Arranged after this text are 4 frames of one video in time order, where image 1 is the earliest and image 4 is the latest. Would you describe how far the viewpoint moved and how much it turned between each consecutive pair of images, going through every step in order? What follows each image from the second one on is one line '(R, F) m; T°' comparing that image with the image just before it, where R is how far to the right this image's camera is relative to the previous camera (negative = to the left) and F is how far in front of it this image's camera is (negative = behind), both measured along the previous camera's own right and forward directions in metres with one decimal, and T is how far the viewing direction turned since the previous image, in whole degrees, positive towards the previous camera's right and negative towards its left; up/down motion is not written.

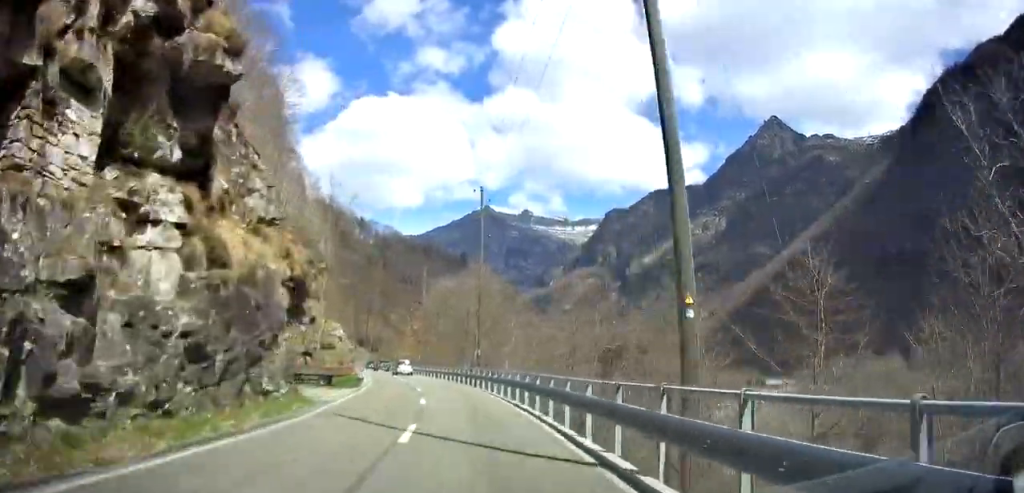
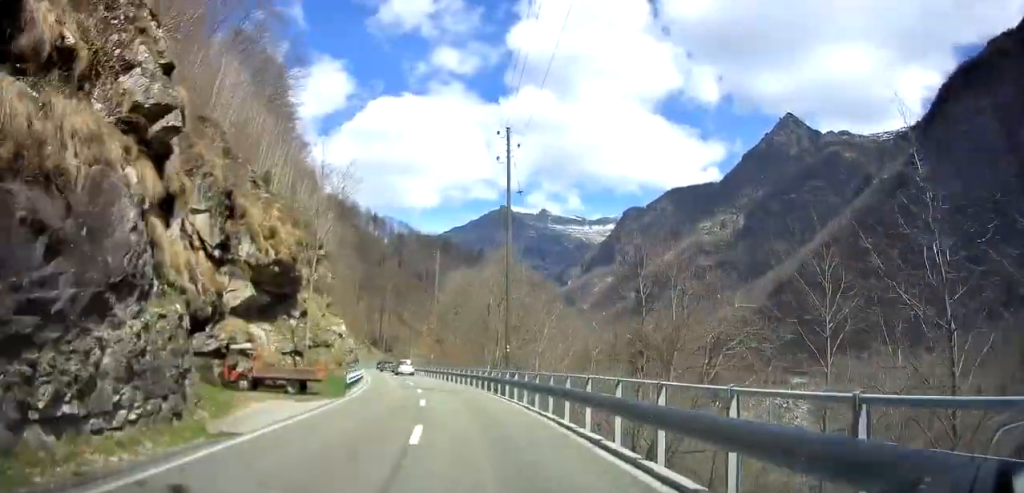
(-0.3, +8.8) m; -3°
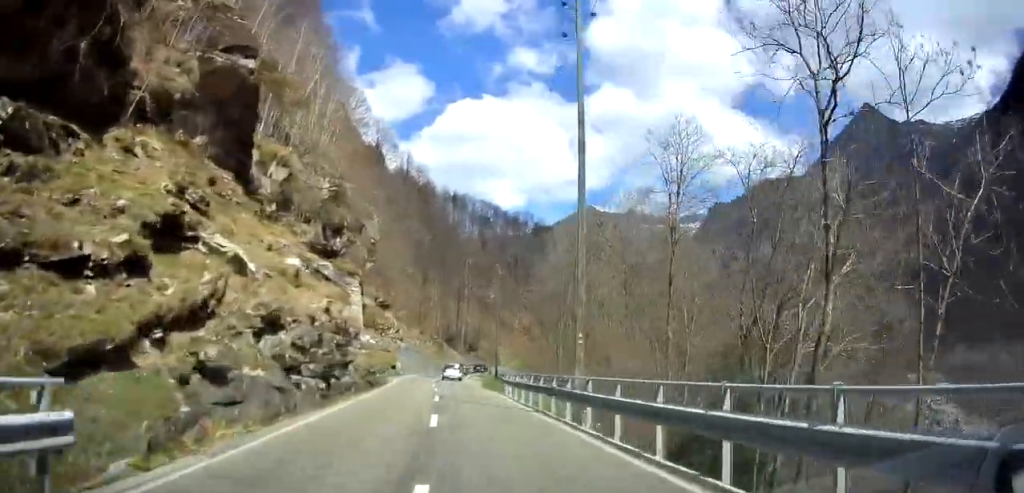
(-4.5, +43.5) m; -9°
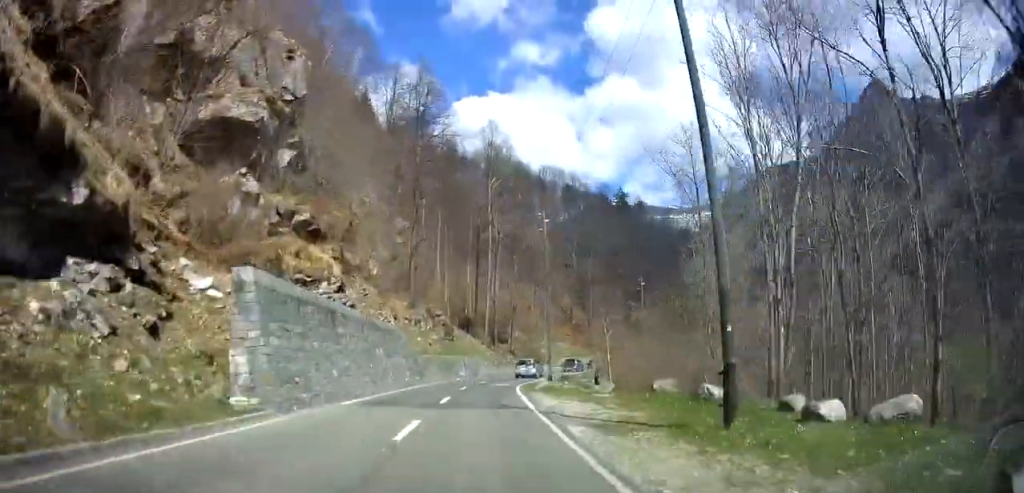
(-0.1, +48.0) m; 0°
